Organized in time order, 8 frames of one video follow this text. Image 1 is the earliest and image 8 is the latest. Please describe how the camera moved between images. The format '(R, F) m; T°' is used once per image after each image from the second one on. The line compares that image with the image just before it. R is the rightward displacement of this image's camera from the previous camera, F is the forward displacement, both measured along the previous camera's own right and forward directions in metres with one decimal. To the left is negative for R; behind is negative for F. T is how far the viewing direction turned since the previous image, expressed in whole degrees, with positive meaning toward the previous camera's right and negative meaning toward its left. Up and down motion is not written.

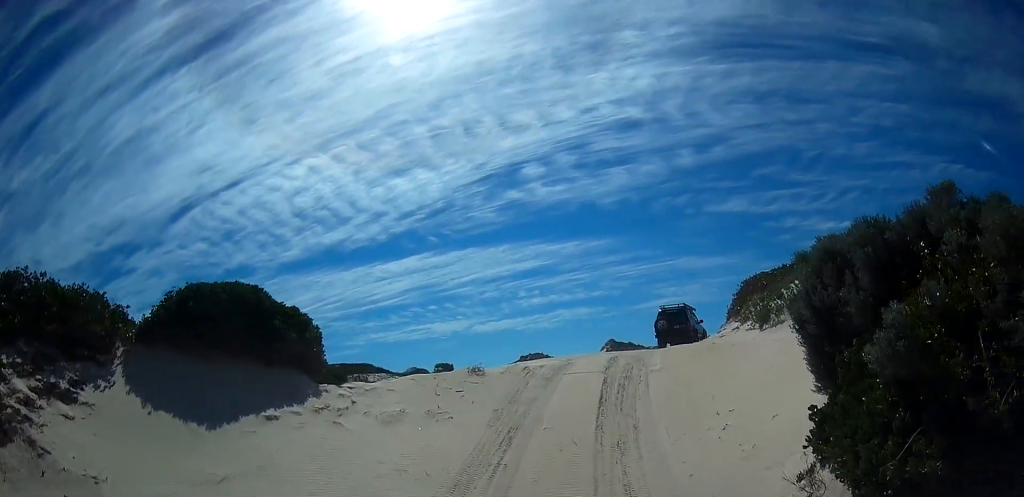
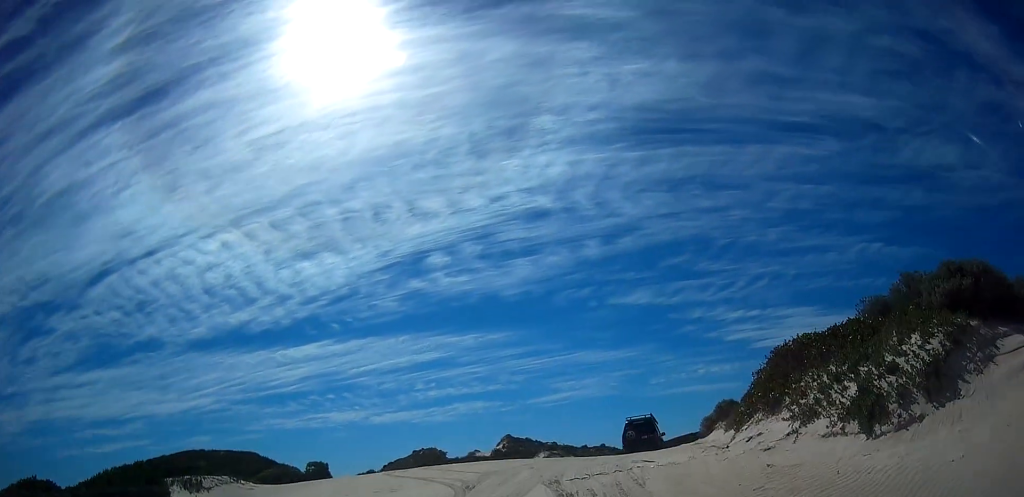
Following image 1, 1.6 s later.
(-0.3, +7.4) m; +2°
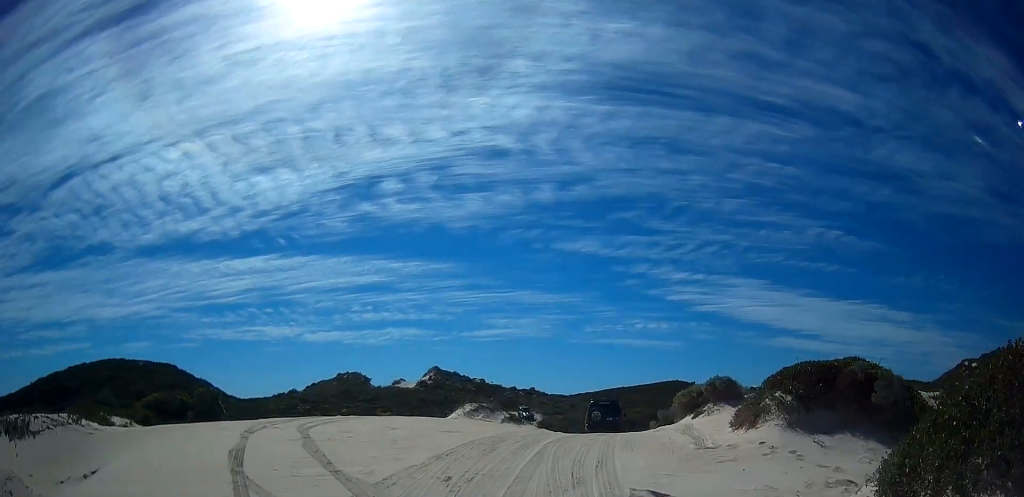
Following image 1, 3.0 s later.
(+0.5, +6.6) m; +4°
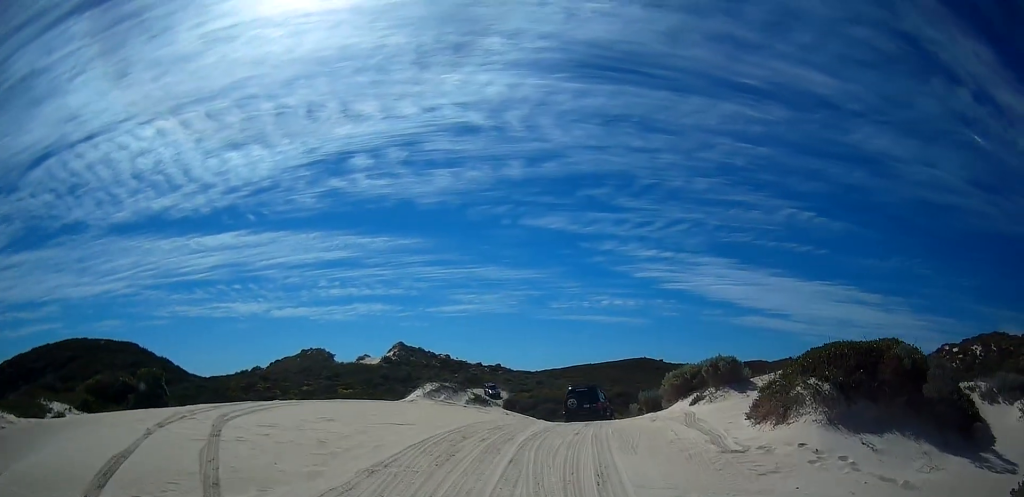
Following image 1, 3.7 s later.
(0.0, +3.2) m; 0°
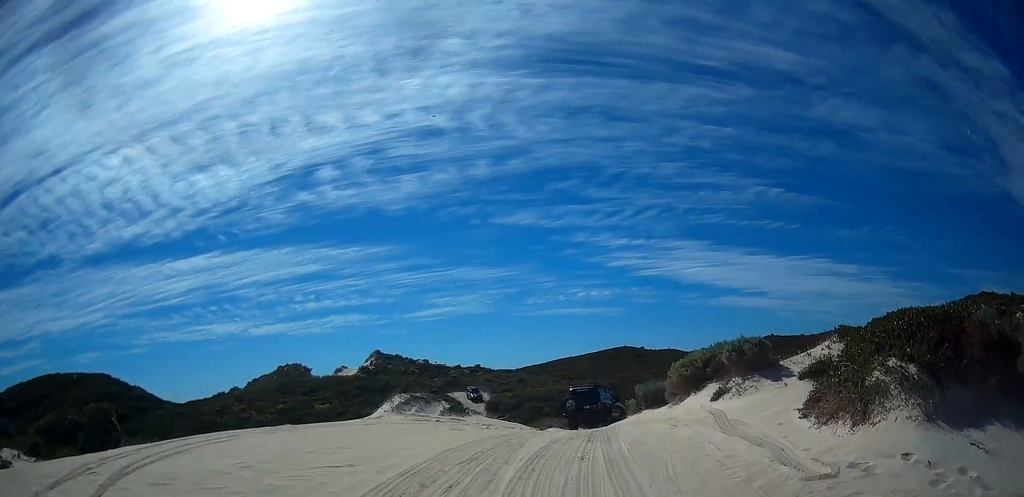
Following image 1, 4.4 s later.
(+0.2, +3.5) m; 0°
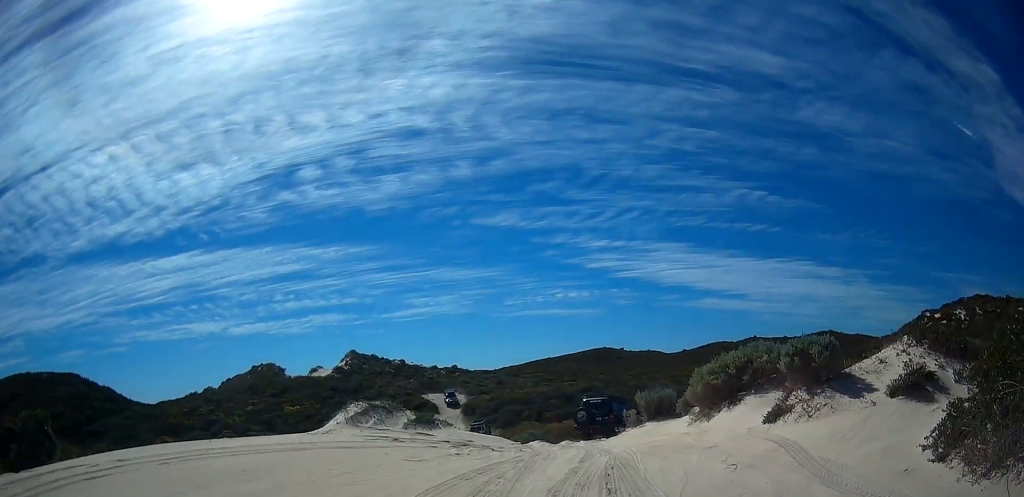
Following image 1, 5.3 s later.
(-0.4, +4.1) m; +3°
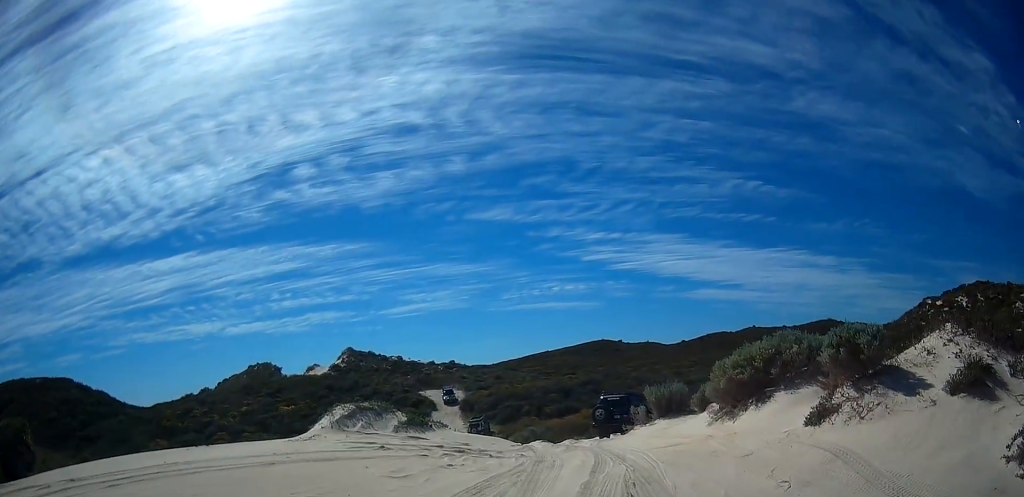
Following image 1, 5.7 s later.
(+0.3, +1.7) m; +1°
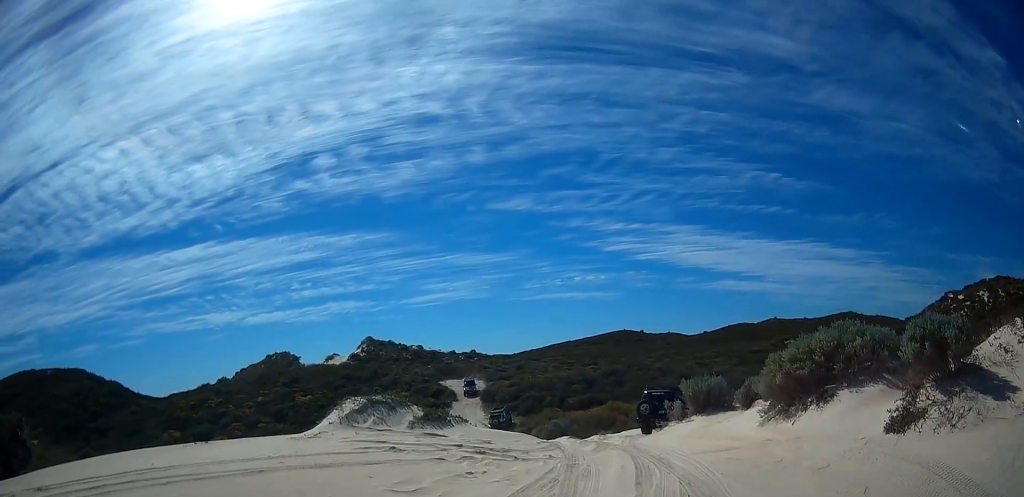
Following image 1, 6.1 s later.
(+0.3, +1.8) m; +1°
